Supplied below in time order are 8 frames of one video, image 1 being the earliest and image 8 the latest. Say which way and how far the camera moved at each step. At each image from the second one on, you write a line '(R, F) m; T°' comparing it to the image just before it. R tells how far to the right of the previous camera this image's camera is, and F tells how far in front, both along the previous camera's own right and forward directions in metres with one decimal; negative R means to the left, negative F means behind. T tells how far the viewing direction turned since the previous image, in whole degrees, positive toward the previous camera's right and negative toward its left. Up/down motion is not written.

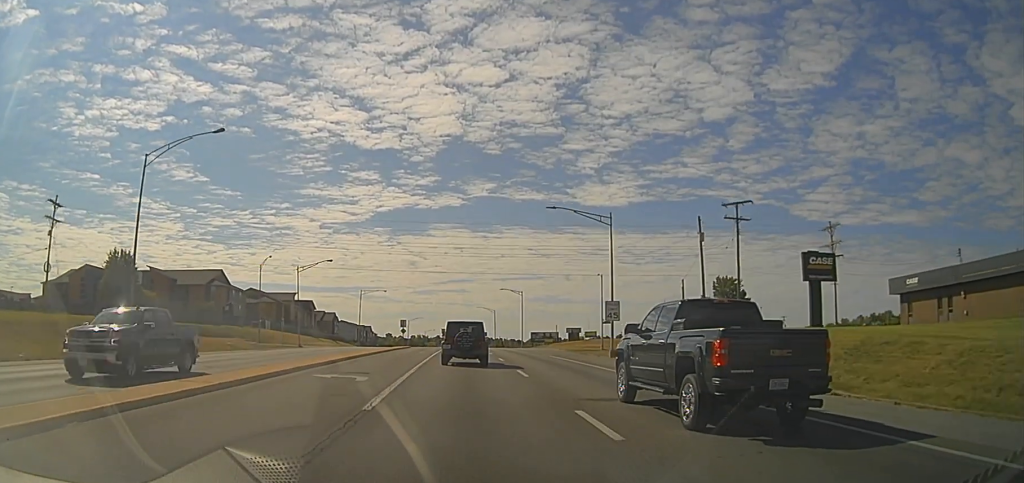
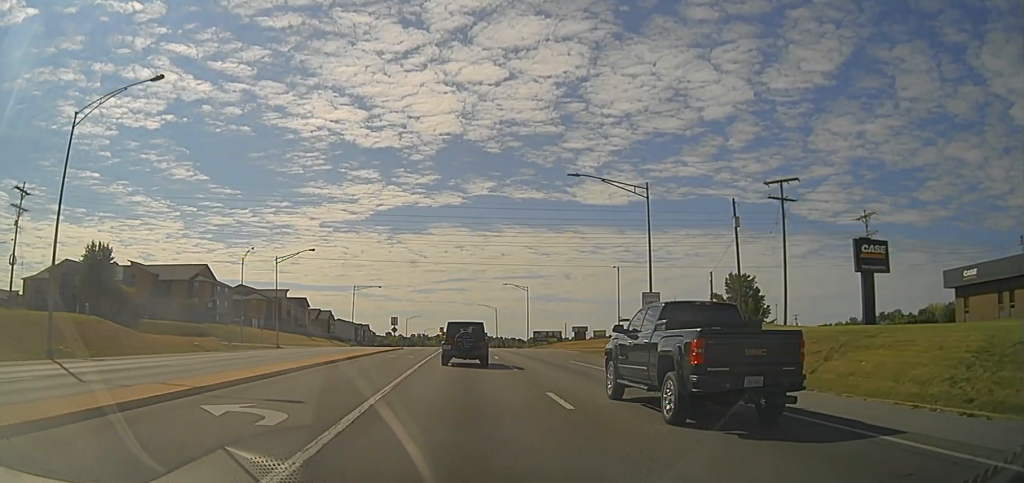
(+0.1, +8.7) m; 0°
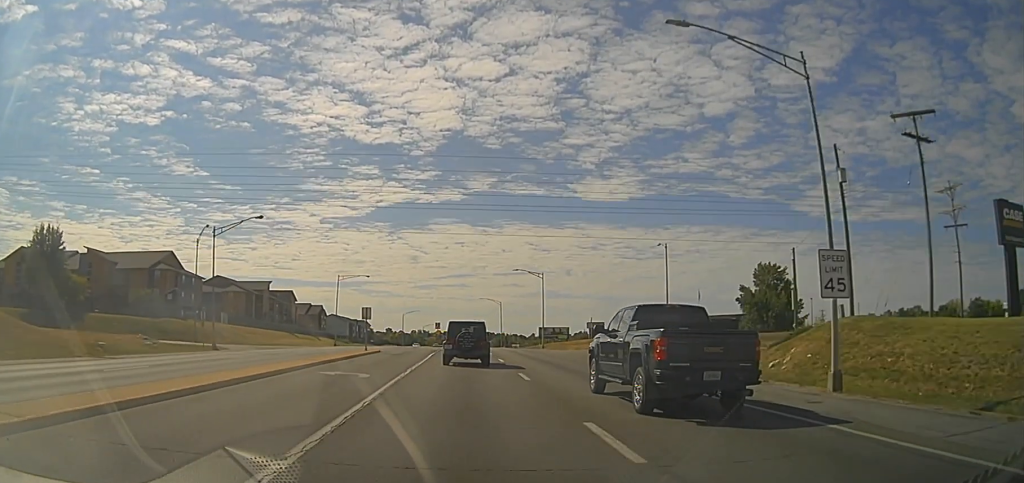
(-0.4, +17.5) m; 0°
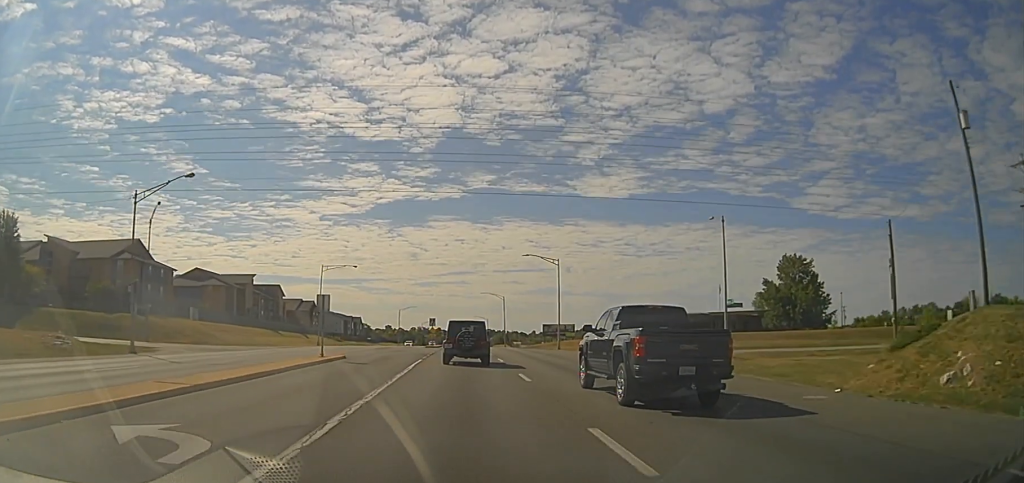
(+0.2, +13.1) m; +1°
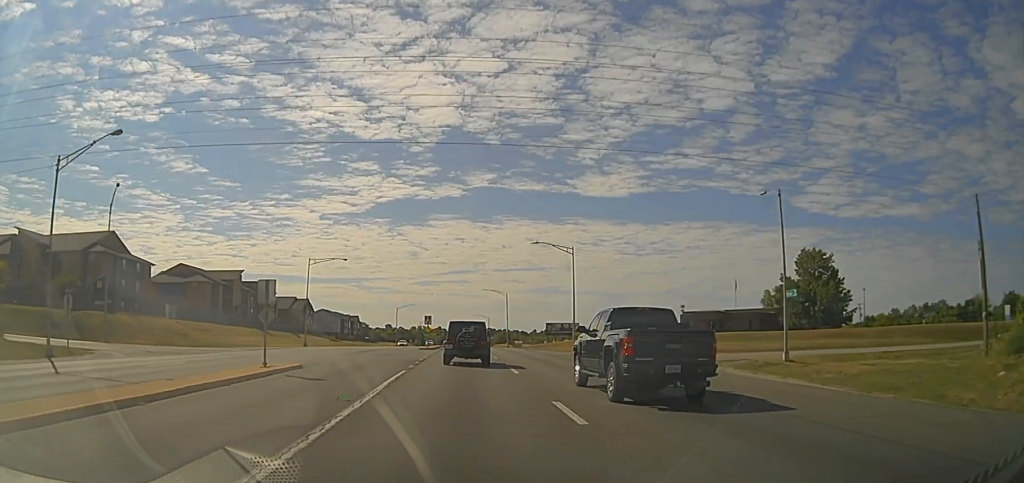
(+0.1, +8.7) m; 0°
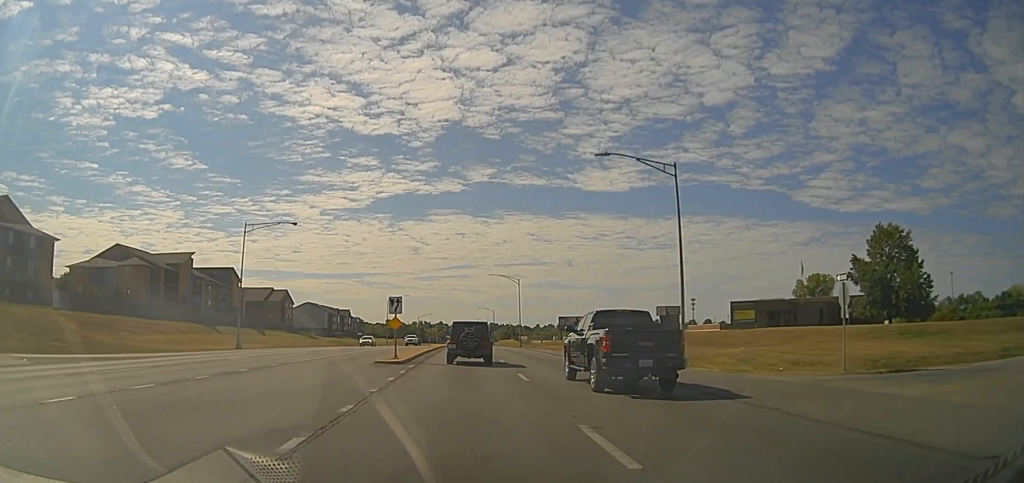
(-0.4, +27.9) m; -1°
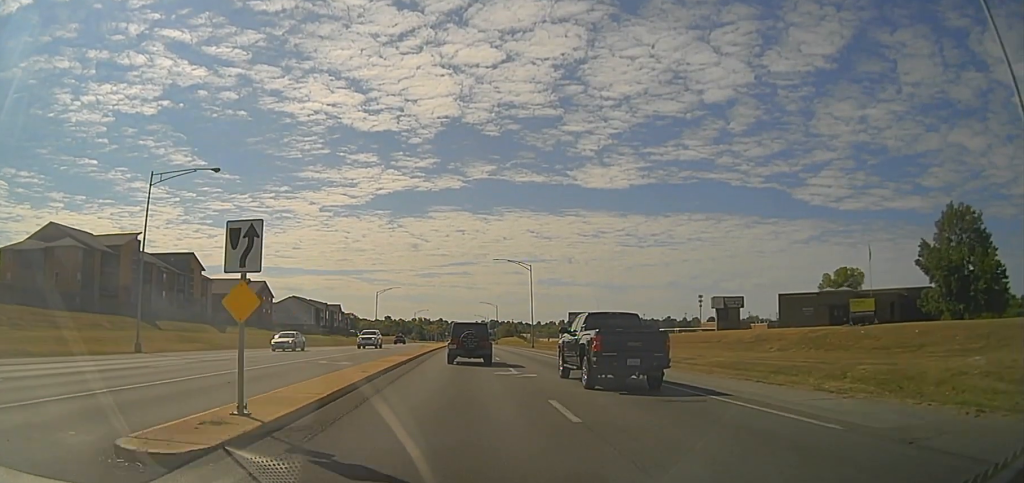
(0.0, +20.0) m; 0°
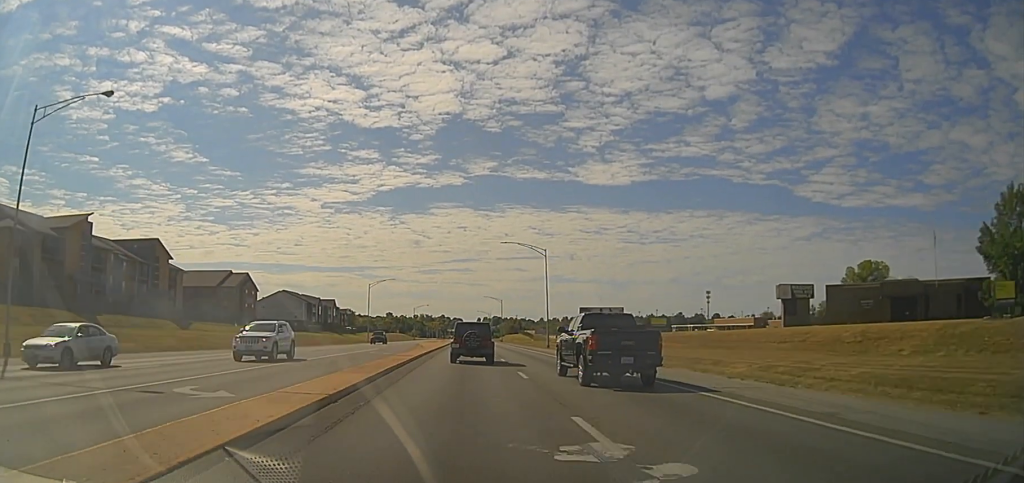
(+0.1, +15.0) m; 0°
